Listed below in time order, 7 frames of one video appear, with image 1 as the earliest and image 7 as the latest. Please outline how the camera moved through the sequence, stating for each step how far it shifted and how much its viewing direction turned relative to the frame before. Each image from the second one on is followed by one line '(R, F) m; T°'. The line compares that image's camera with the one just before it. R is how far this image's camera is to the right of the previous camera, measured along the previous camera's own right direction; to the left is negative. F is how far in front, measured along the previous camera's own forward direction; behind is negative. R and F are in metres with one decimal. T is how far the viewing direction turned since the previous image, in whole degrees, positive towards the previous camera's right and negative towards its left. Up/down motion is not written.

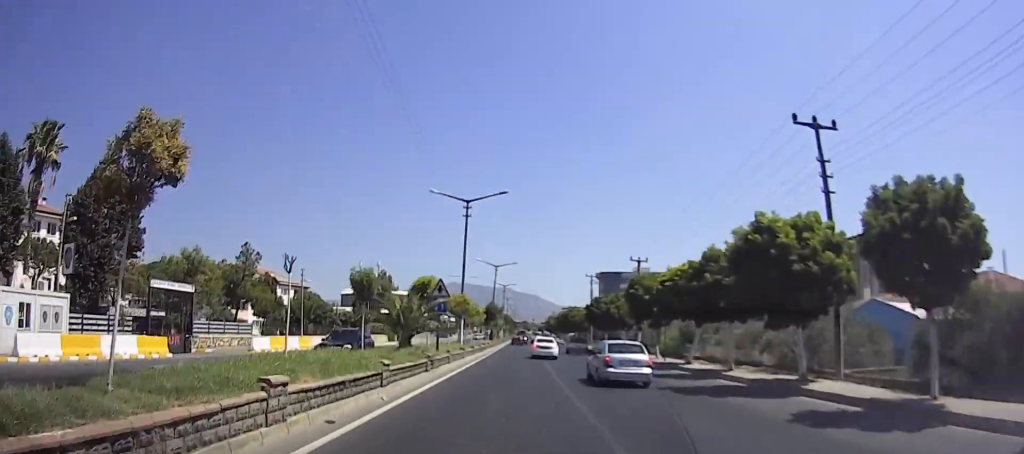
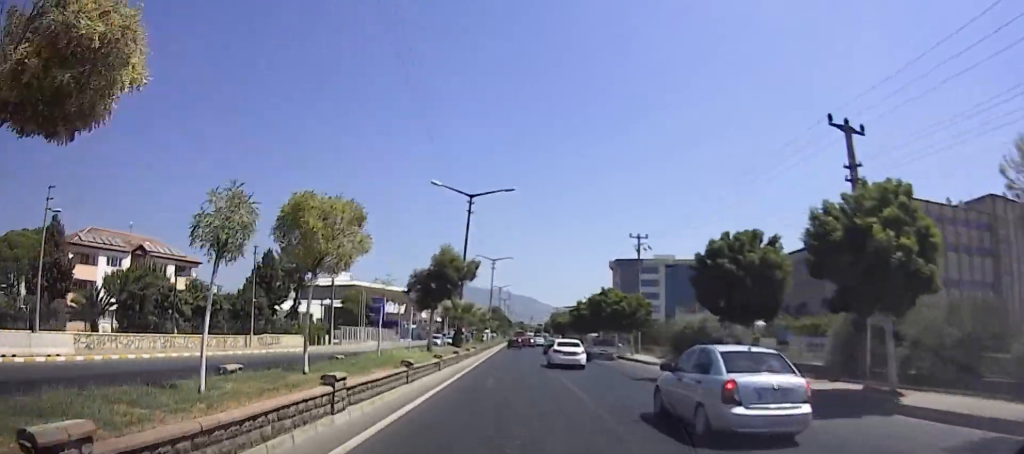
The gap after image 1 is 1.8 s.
(+0.6, +40.5) m; +1°
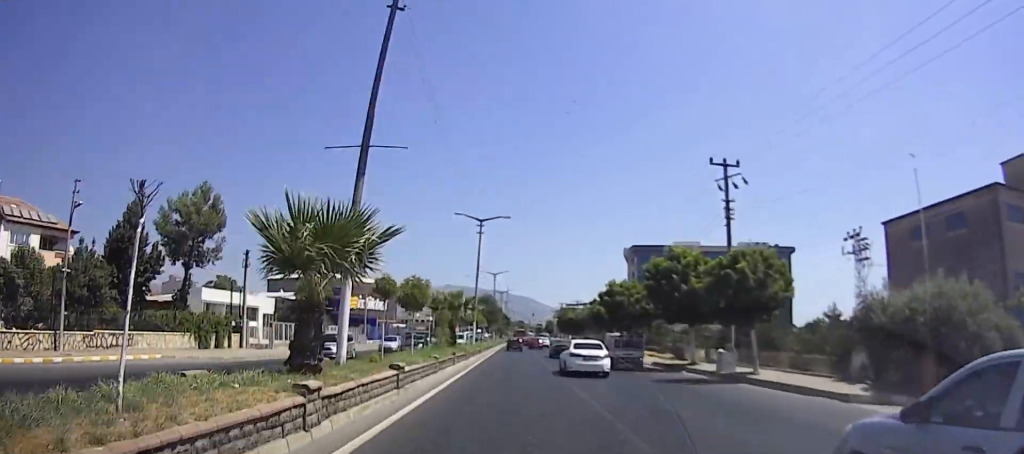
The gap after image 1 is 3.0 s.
(-0.7, +23.8) m; -2°
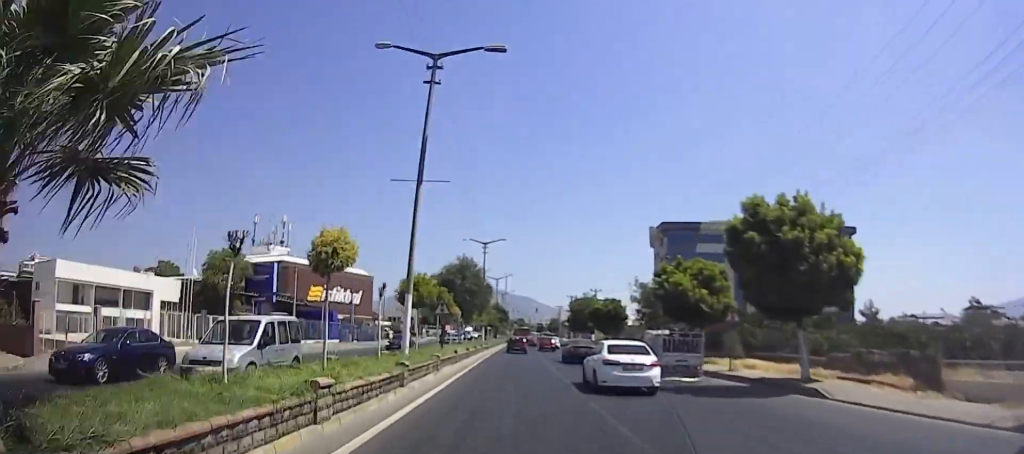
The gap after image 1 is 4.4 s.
(+0.2, +27.6) m; +3°
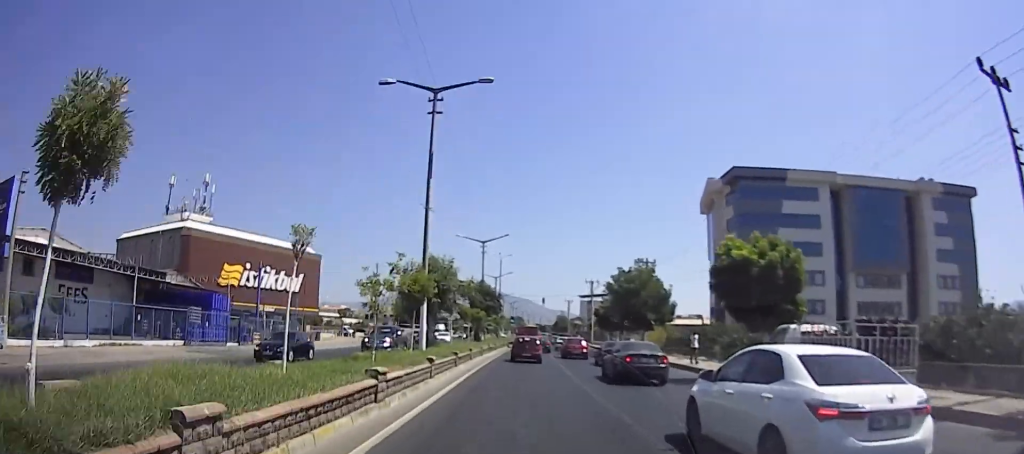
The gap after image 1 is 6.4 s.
(-0.2, +38.0) m; -2°
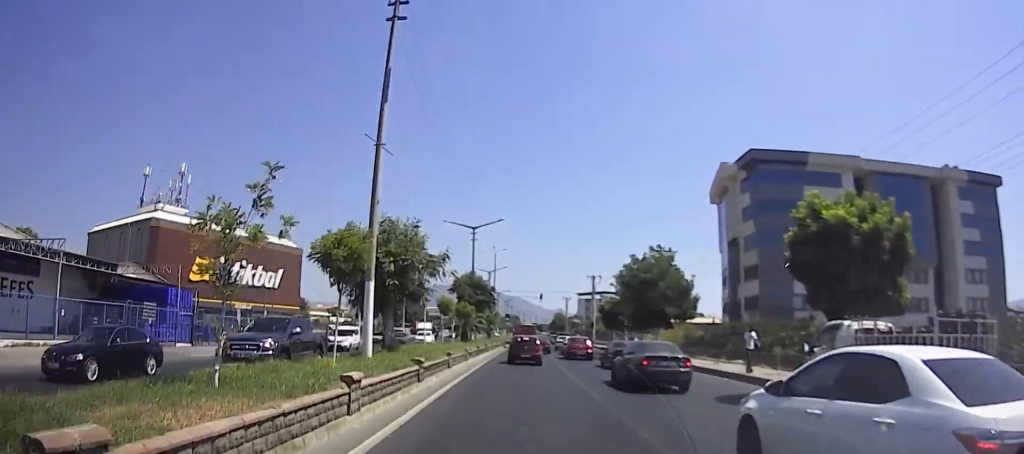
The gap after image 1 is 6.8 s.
(+0.1, +7.4) m; 0°
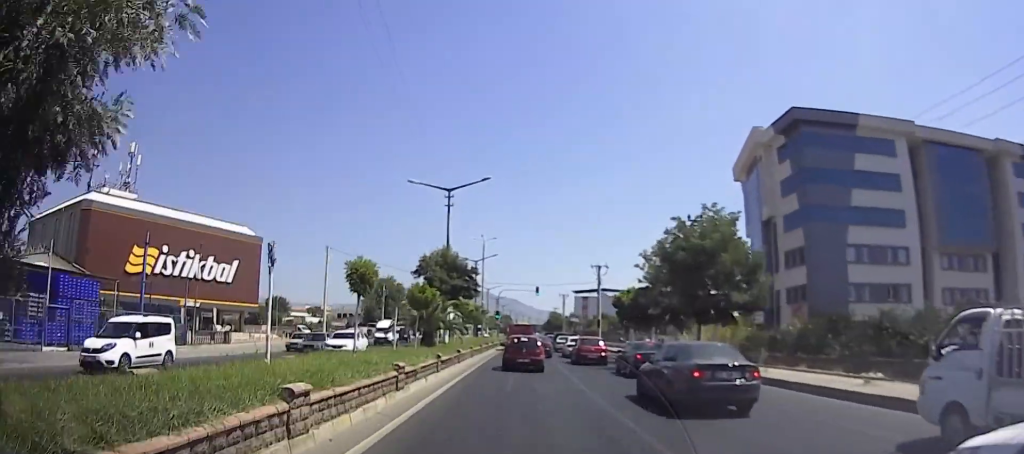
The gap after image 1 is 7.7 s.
(+0.2, +14.3) m; 0°
